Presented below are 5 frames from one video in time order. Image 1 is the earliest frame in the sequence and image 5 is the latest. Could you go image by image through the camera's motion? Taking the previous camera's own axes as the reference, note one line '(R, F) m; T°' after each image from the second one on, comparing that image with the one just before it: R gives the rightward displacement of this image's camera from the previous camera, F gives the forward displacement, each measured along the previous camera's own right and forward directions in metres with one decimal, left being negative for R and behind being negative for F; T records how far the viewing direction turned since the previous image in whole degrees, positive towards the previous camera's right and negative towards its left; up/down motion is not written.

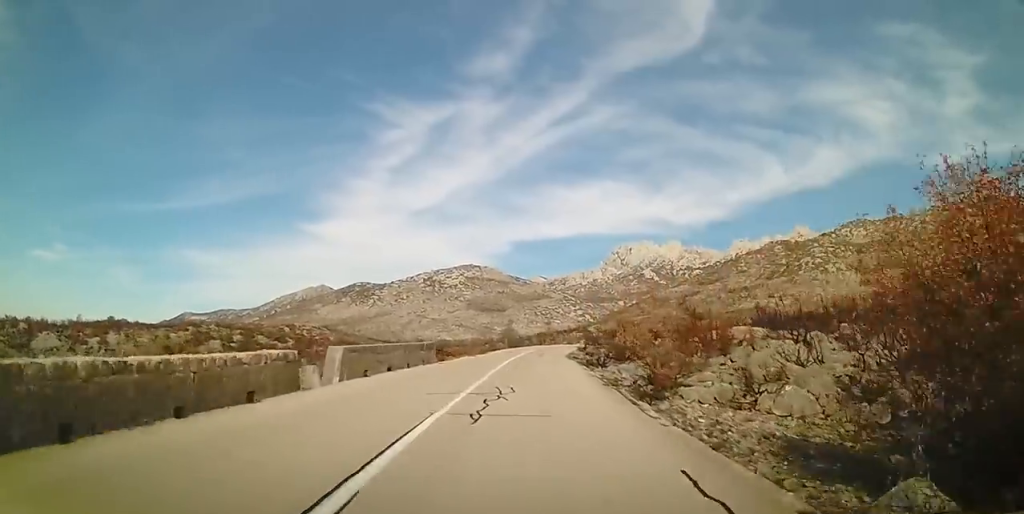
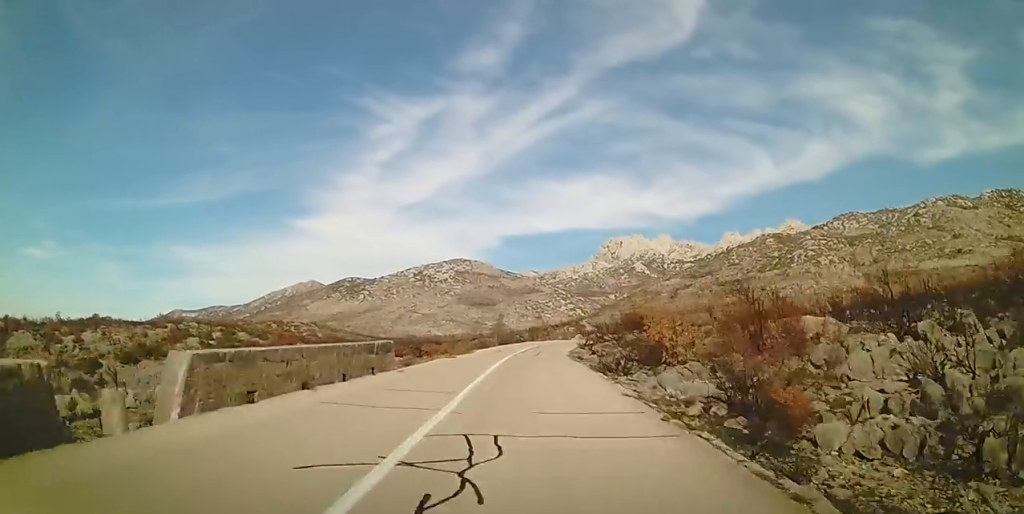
(0.0, +6.2) m; 0°
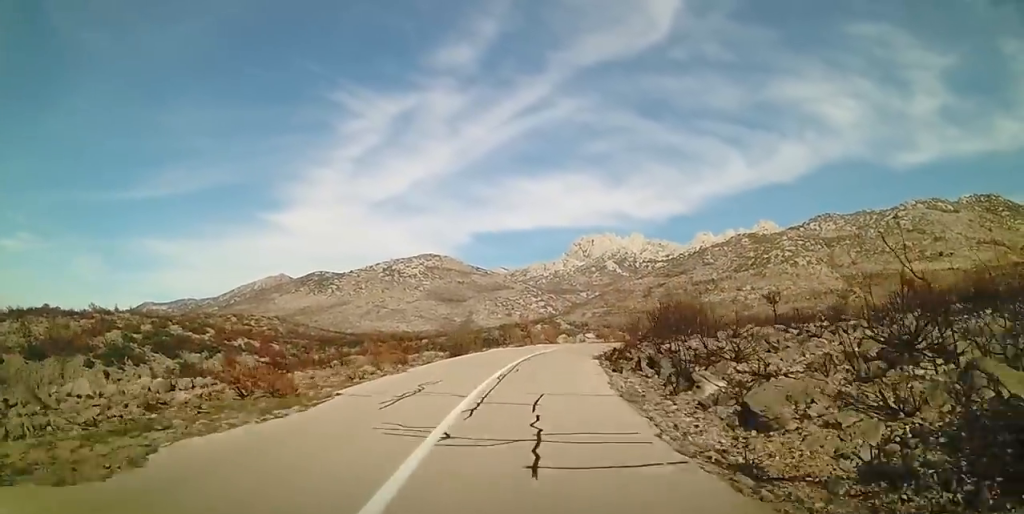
(+0.4, +20.2) m; +4°
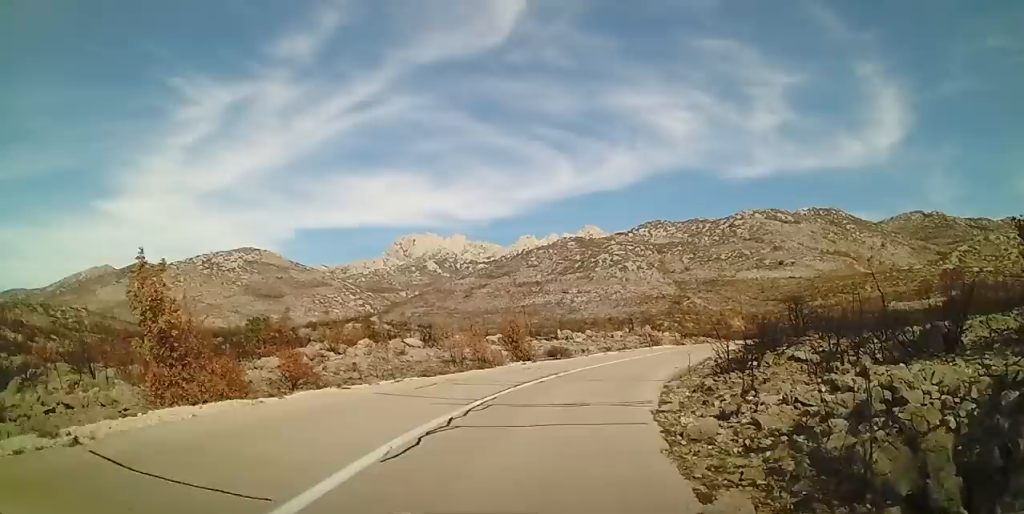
(+4.2, +30.7) m; +21°
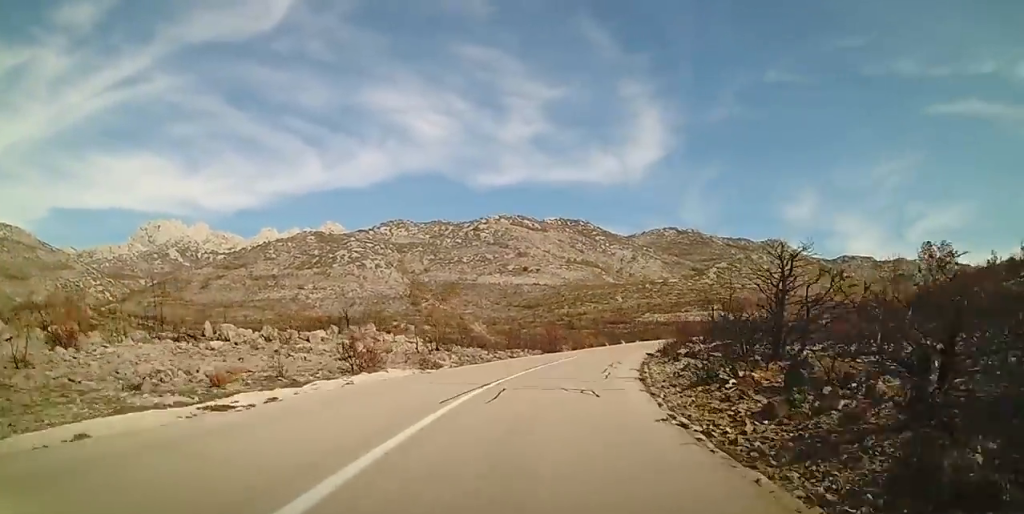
(+6.0, +25.9) m; +25°
